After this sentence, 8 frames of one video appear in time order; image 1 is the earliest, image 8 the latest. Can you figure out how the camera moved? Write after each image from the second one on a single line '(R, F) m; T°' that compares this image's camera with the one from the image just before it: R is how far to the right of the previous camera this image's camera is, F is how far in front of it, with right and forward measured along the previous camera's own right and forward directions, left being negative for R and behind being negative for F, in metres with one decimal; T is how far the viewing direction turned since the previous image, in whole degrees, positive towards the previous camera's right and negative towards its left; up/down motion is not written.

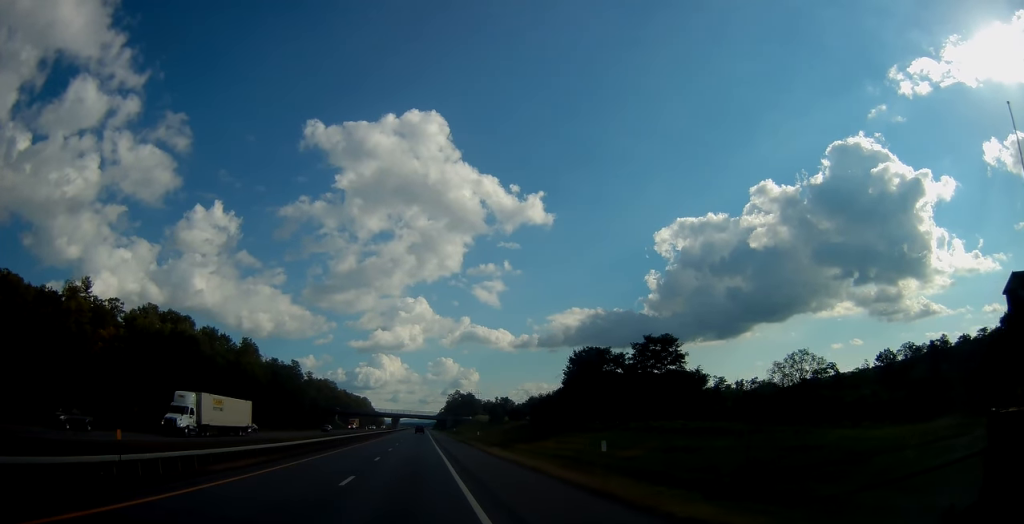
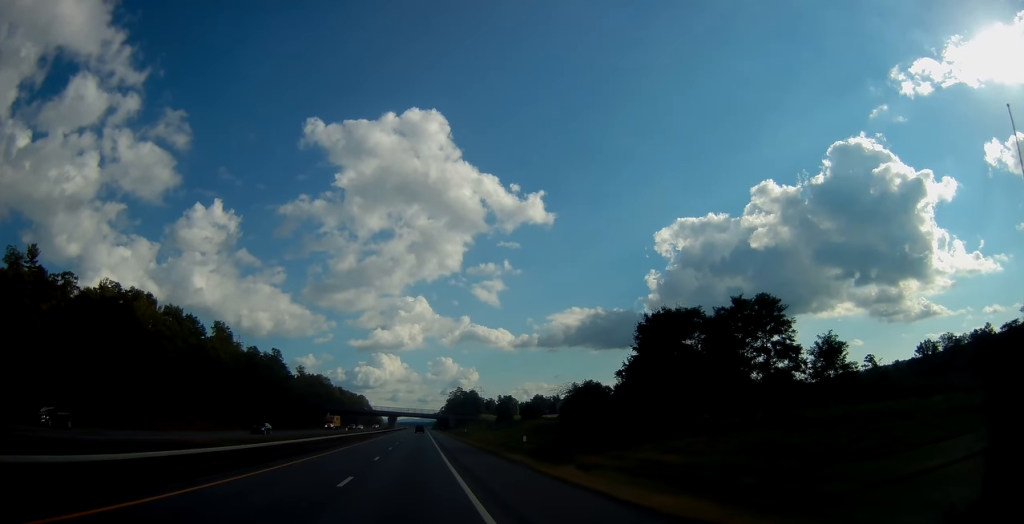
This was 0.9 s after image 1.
(-0.2, +25.0) m; 0°
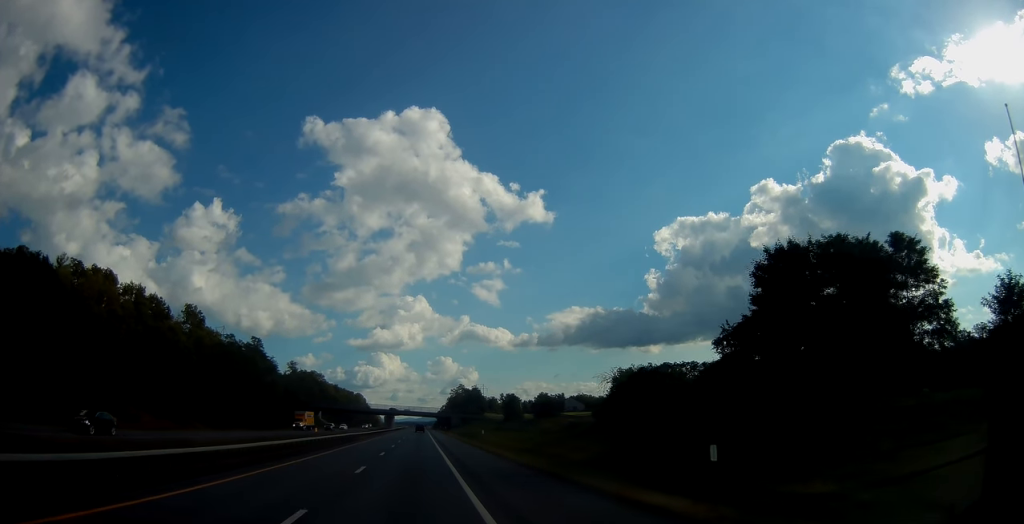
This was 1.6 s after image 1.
(-0.1, +20.1) m; 0°
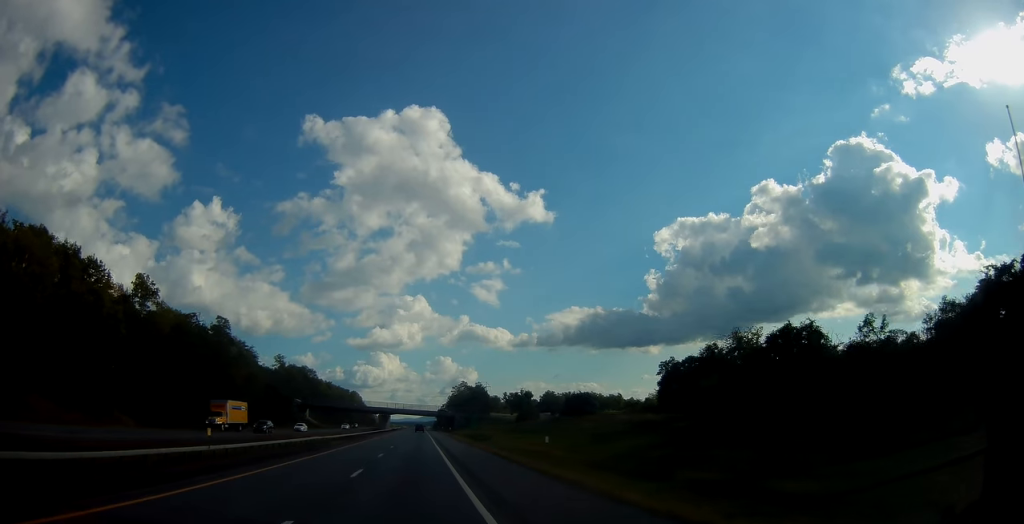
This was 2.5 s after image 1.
(+0.3, +25.9) m; 0°
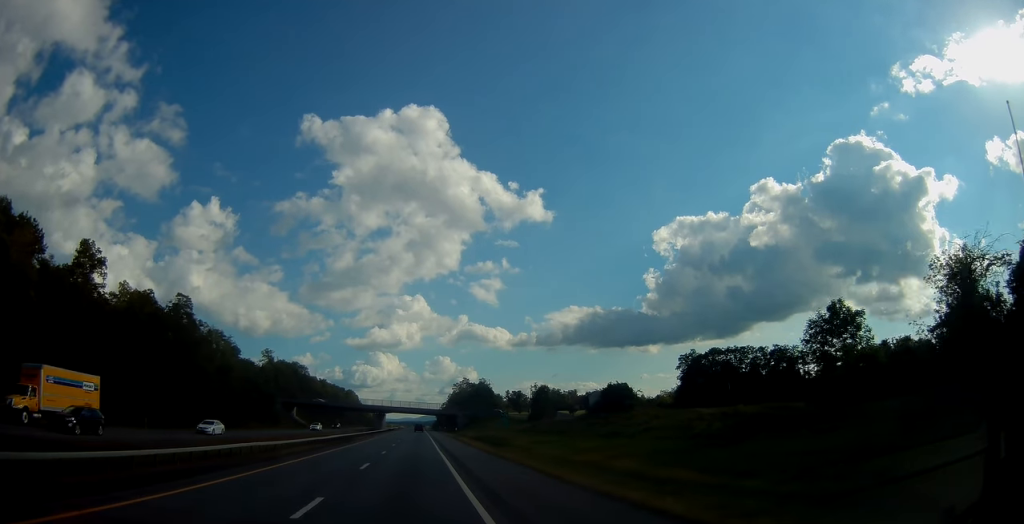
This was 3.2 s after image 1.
(-0.1, +21.1) m; 0°
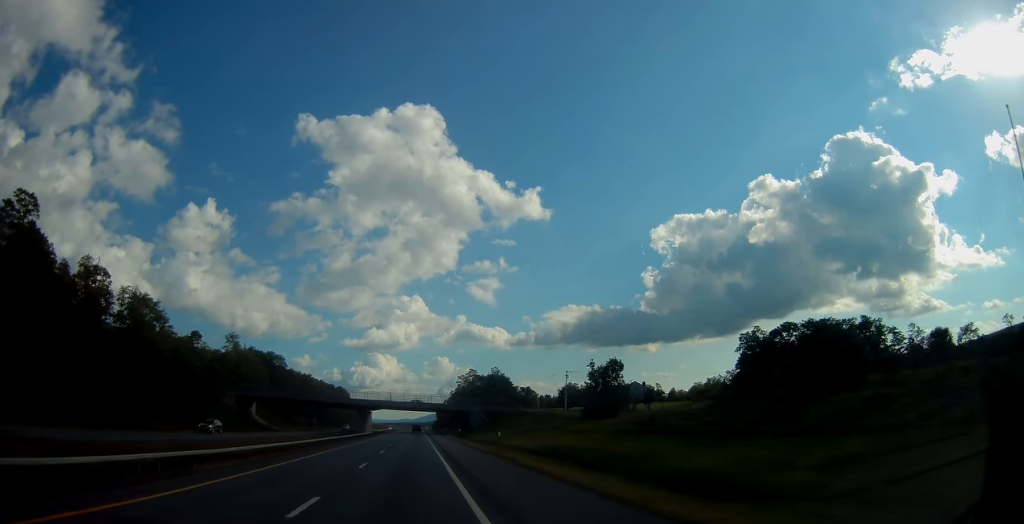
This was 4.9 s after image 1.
(0.0, +48.8) m; 0°
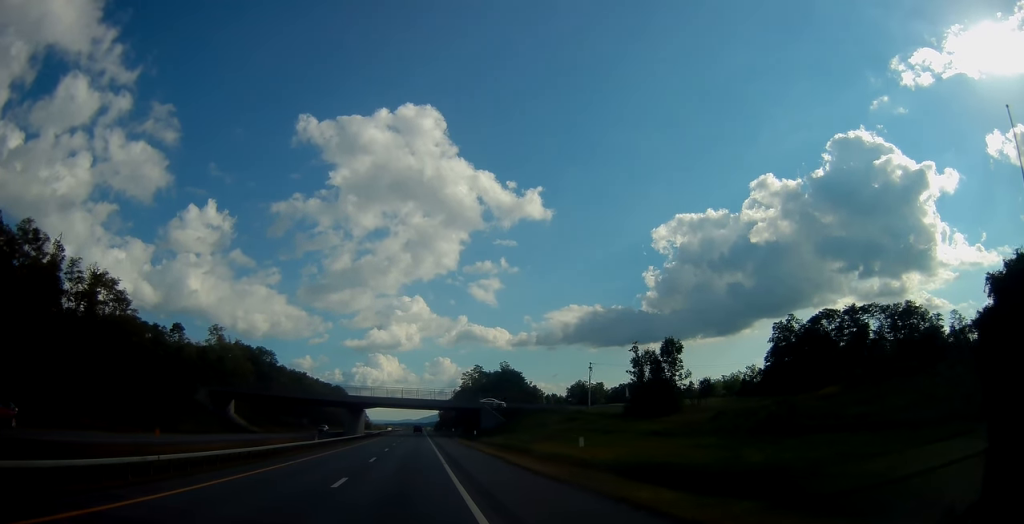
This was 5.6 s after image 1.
(-0.2, +19.2) m; 0°
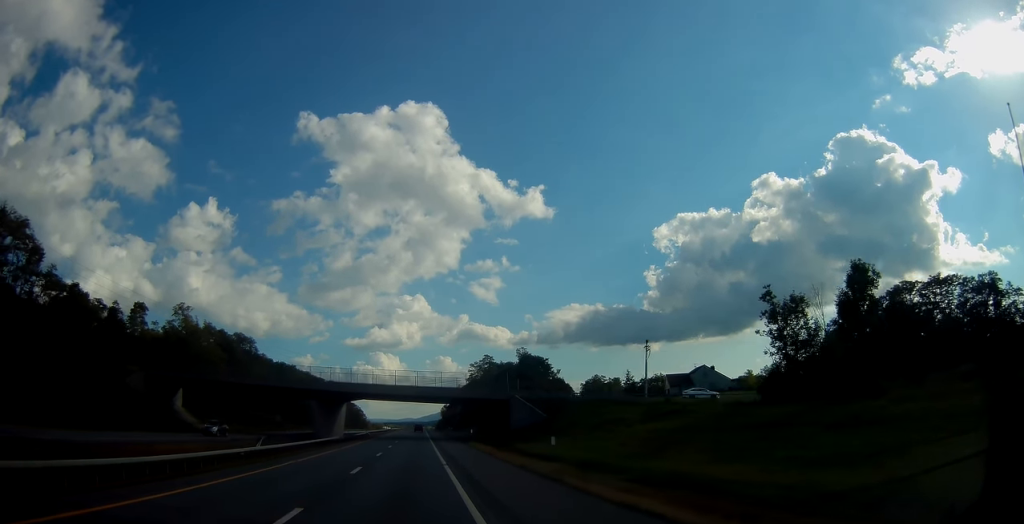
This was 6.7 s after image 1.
(+0.2, +31.6) m; 0°
